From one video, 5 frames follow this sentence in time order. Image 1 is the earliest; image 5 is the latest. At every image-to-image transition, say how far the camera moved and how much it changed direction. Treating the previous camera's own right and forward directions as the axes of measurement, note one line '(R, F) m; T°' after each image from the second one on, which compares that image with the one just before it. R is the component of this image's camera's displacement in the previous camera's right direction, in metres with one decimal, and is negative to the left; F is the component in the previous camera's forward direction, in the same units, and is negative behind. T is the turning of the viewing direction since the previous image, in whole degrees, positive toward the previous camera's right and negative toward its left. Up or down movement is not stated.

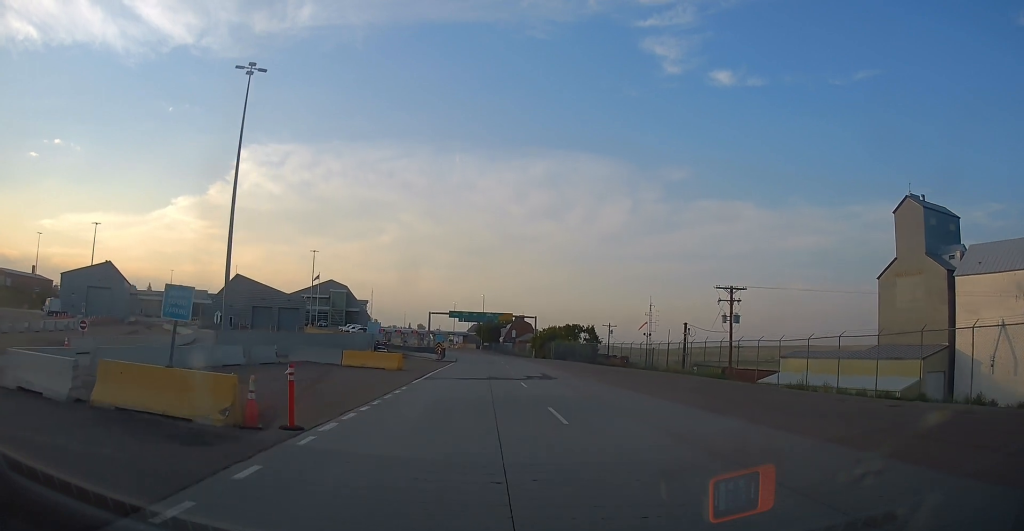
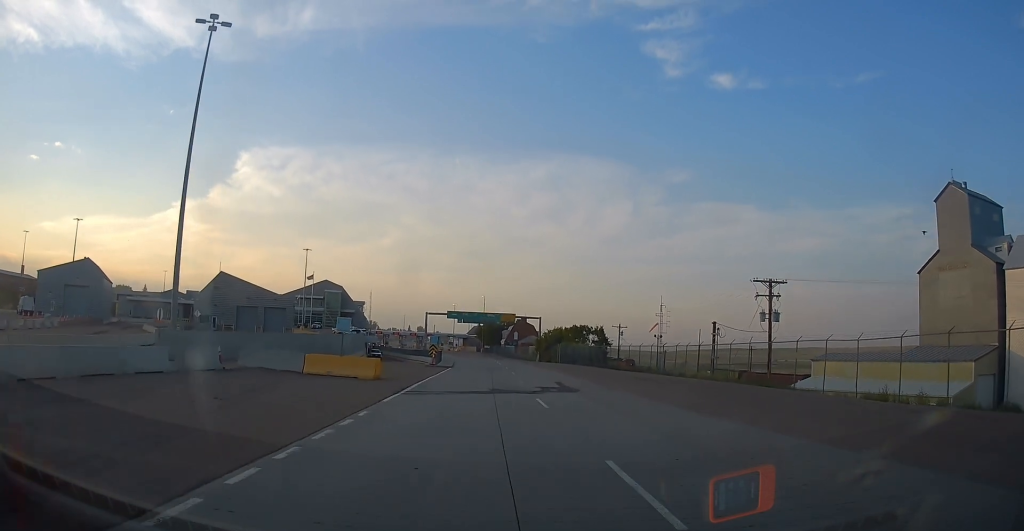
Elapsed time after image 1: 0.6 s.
(0.0, +7.9) m; 0°
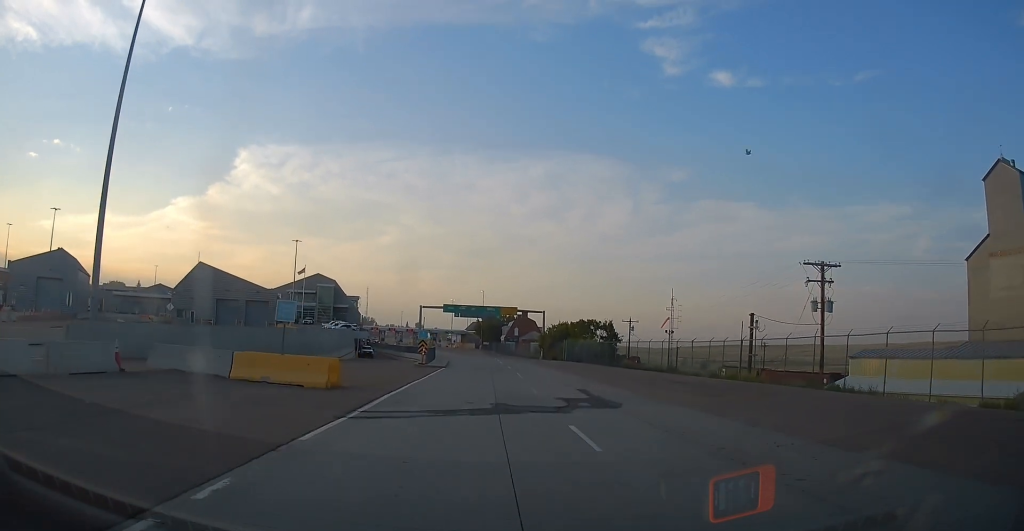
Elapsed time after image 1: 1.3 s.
(0.0, +8.2) m; 0°
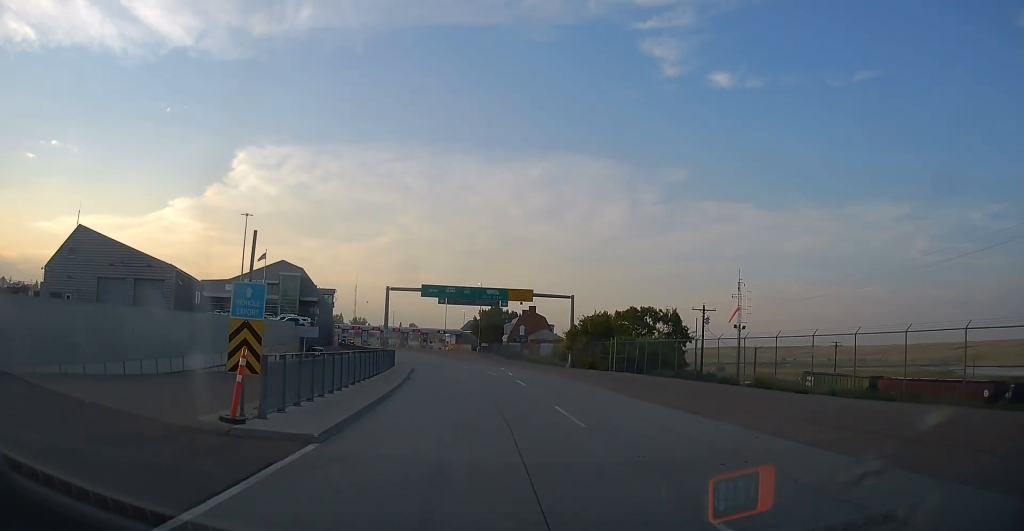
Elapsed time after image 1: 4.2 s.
(0.0, +34.0) m; 0°
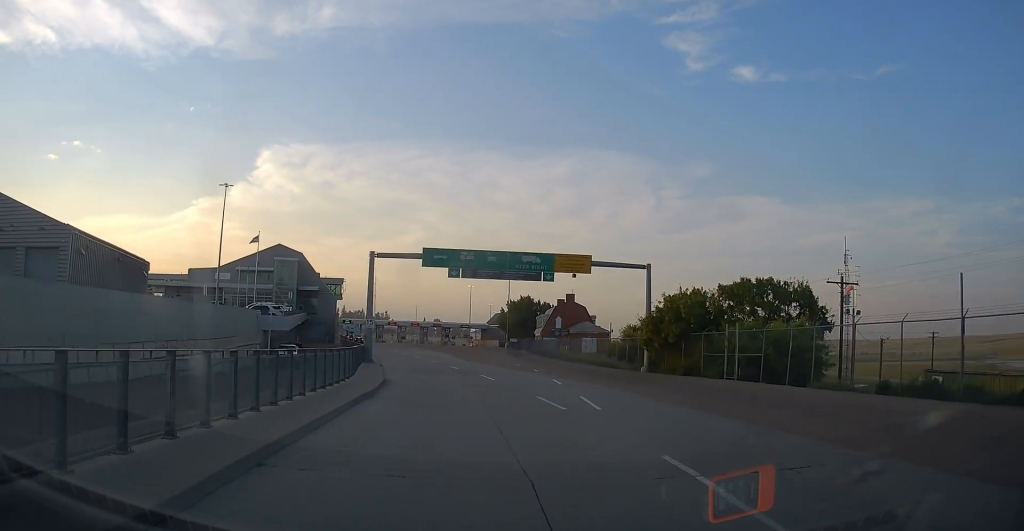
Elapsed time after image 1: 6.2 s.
(0.0, +22.7) m; 0°
